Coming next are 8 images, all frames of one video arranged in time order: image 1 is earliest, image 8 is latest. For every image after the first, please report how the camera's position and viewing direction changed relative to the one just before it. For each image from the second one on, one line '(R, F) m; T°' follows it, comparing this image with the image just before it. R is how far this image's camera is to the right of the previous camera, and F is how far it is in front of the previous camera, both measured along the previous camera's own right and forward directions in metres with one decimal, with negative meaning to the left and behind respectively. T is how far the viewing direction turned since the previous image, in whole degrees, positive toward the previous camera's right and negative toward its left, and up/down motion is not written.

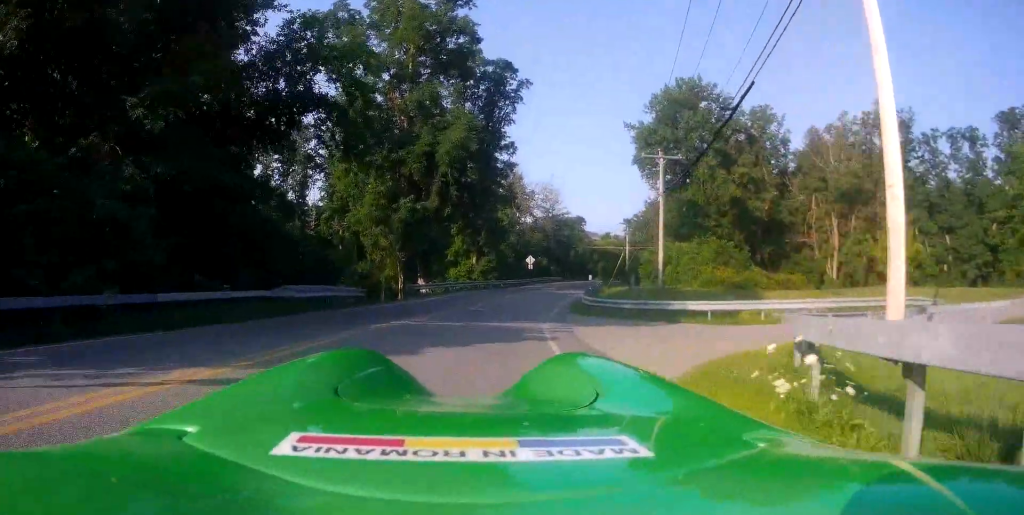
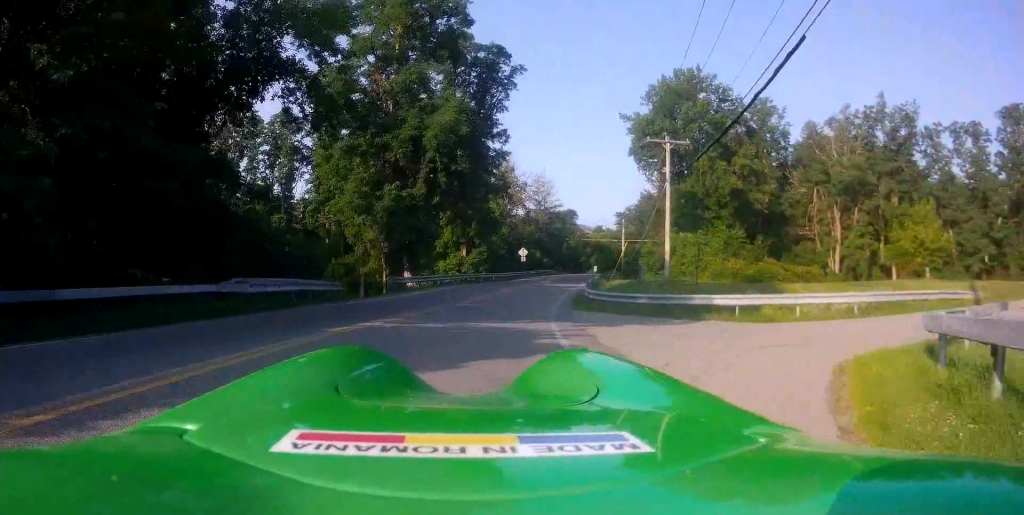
(+0.1, +3.3) m; +1°
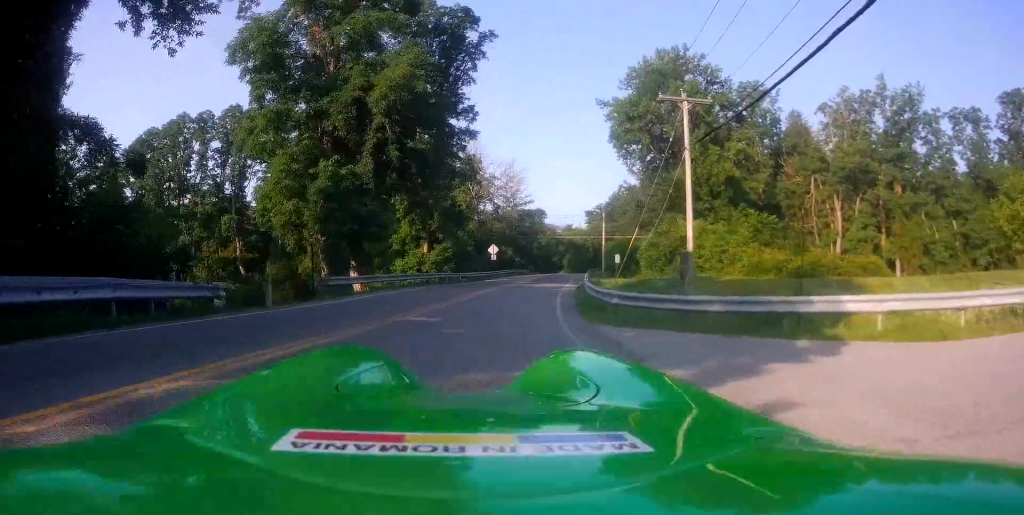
(+0.2, +8.3) m; +6°
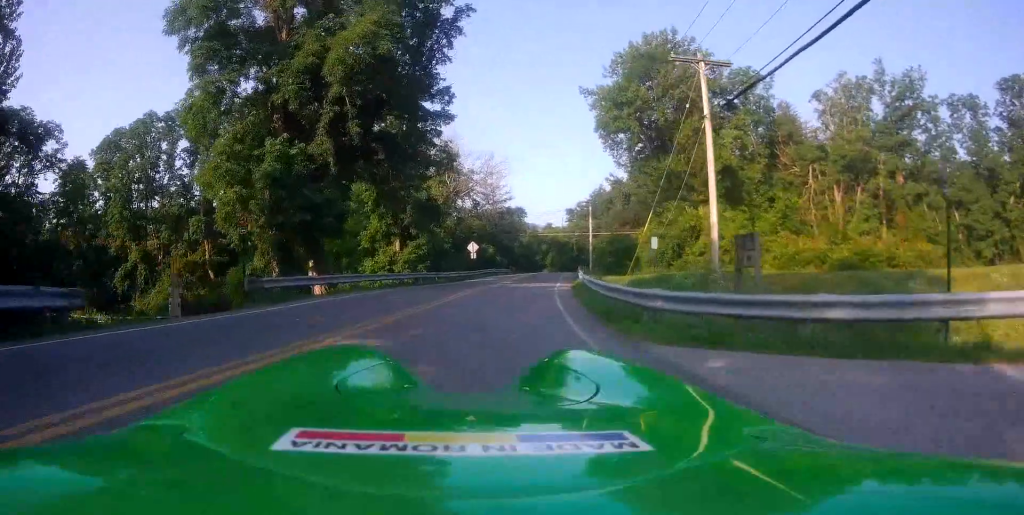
(+0.4, +4.7) m; +2°
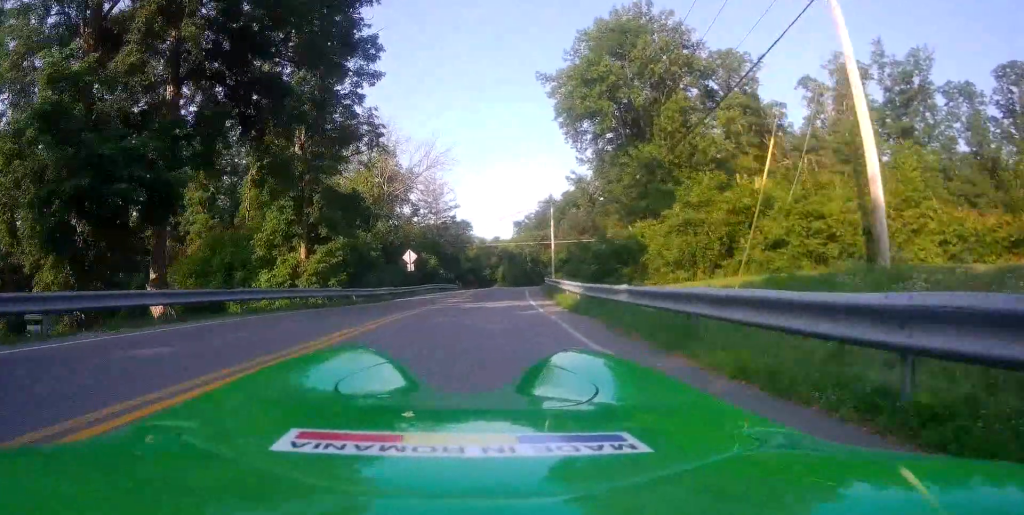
(-0.4, +11.5) m; -1°
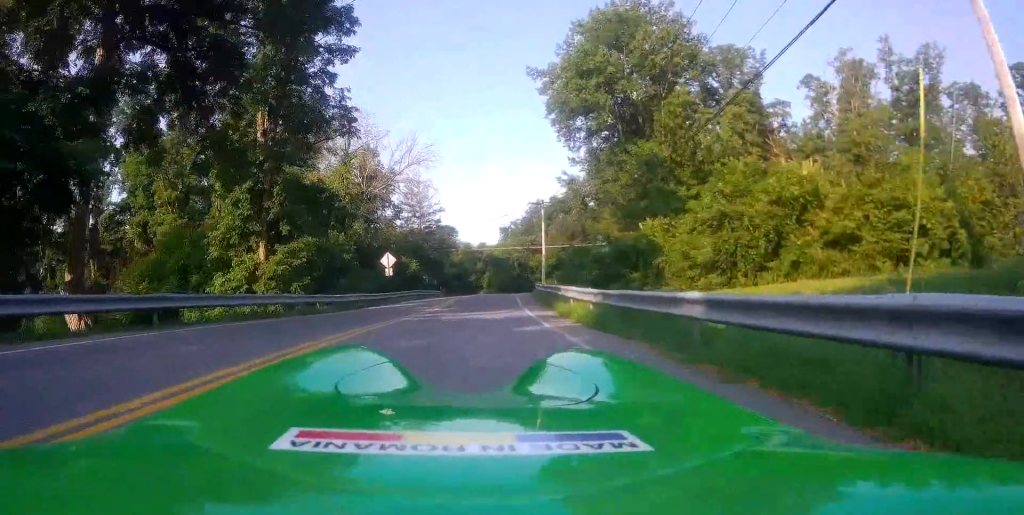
(-0.1, +4.2) m; +2°
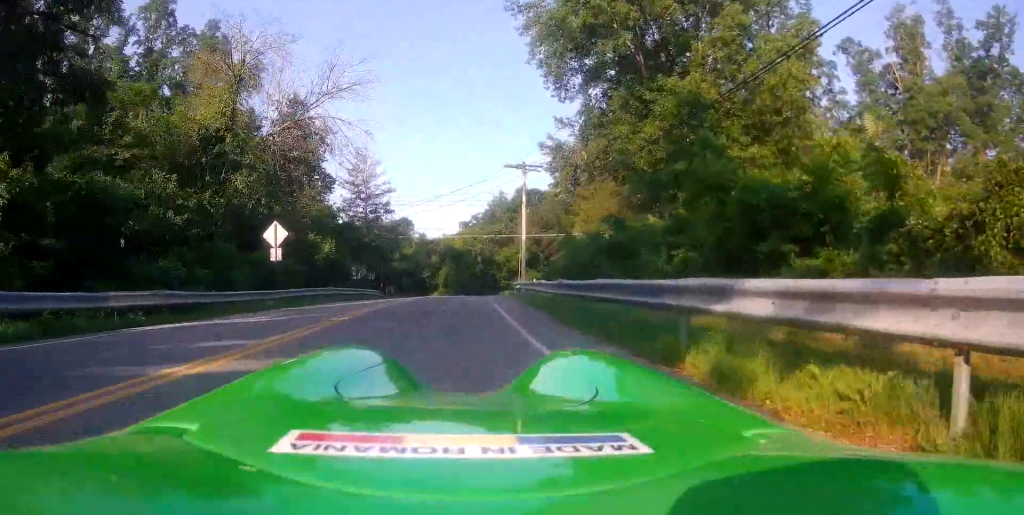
(+1.9, +16.5) m; +4°
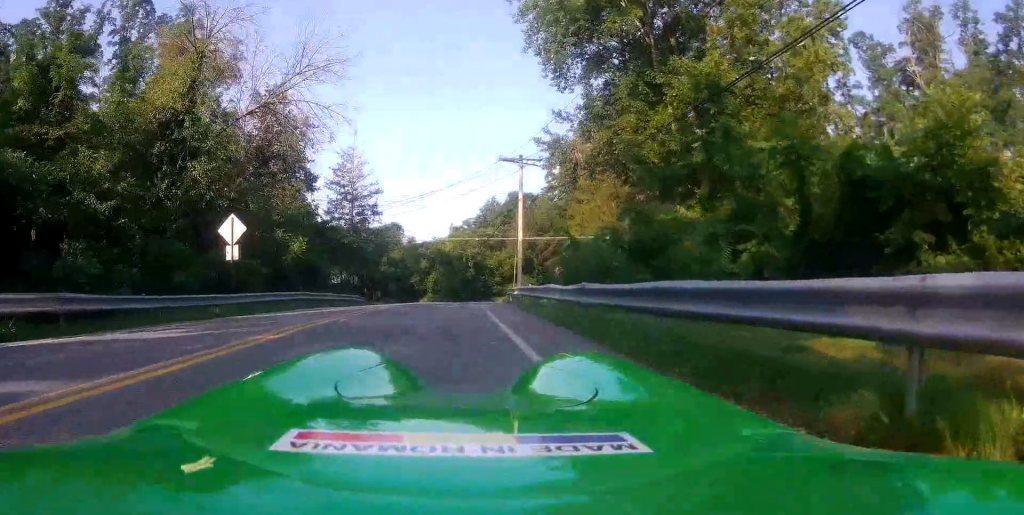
(-0.1, +3.9) m; -4°
